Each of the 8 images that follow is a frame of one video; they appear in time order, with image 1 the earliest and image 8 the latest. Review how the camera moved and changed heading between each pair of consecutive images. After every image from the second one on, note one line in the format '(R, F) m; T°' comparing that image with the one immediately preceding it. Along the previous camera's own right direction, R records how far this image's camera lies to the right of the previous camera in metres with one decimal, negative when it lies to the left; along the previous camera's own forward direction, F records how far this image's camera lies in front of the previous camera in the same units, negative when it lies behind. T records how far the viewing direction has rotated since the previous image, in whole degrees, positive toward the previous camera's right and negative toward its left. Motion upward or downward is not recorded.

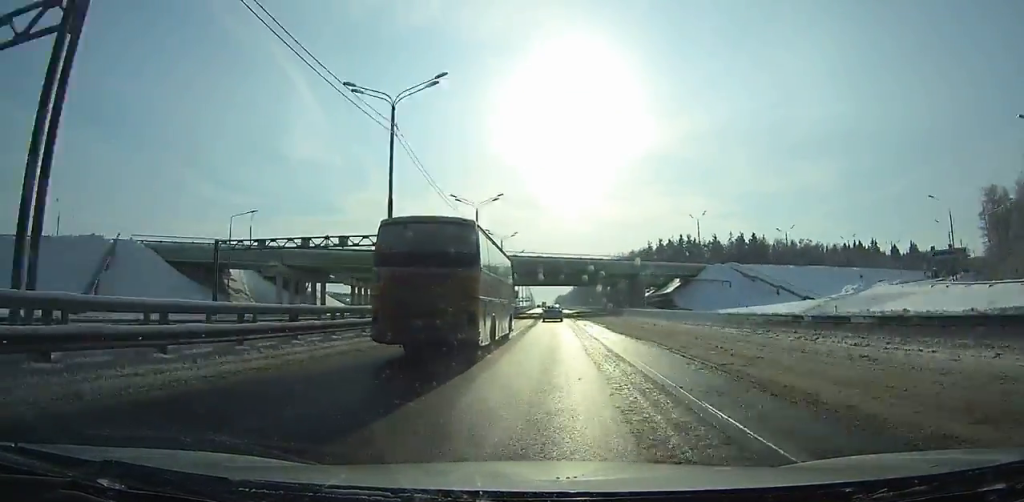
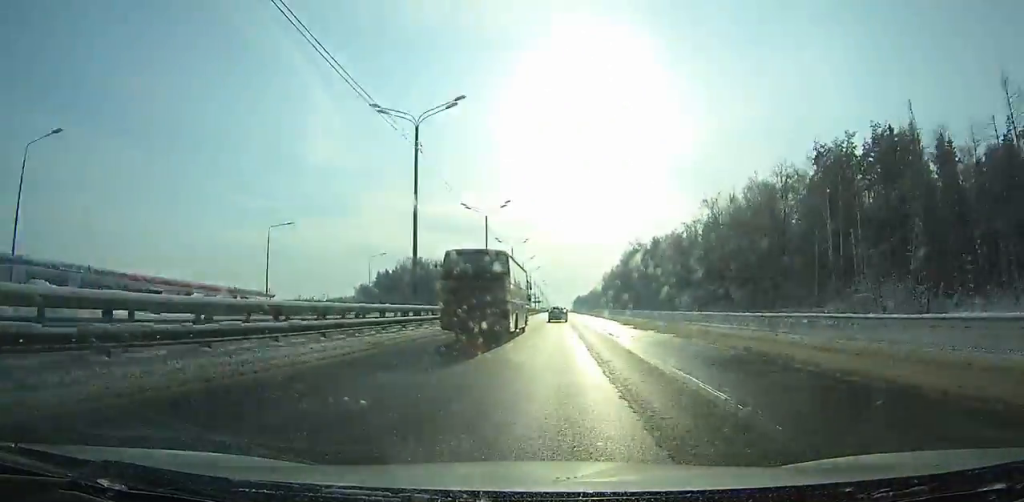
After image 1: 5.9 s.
(-1.4, +140.3) m; -1°
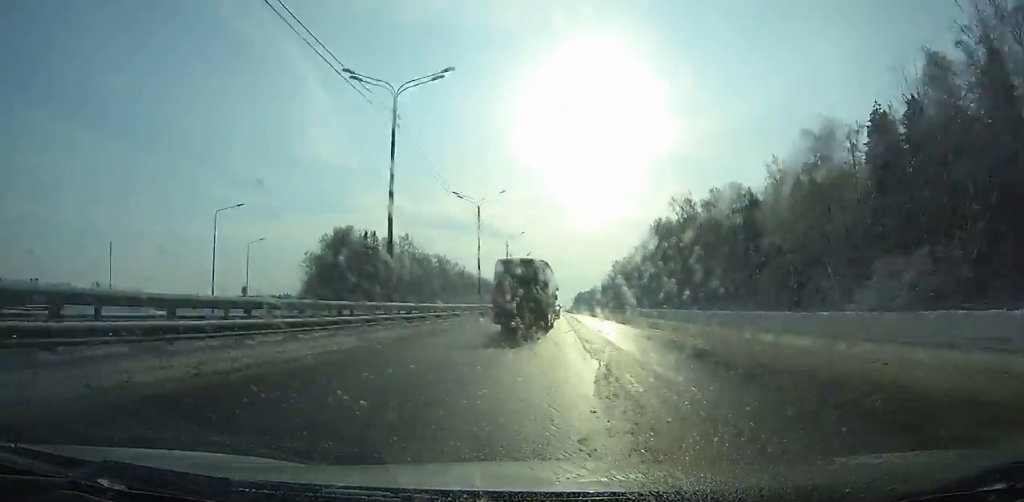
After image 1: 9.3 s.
(-0.1, +77.9) m; 0°
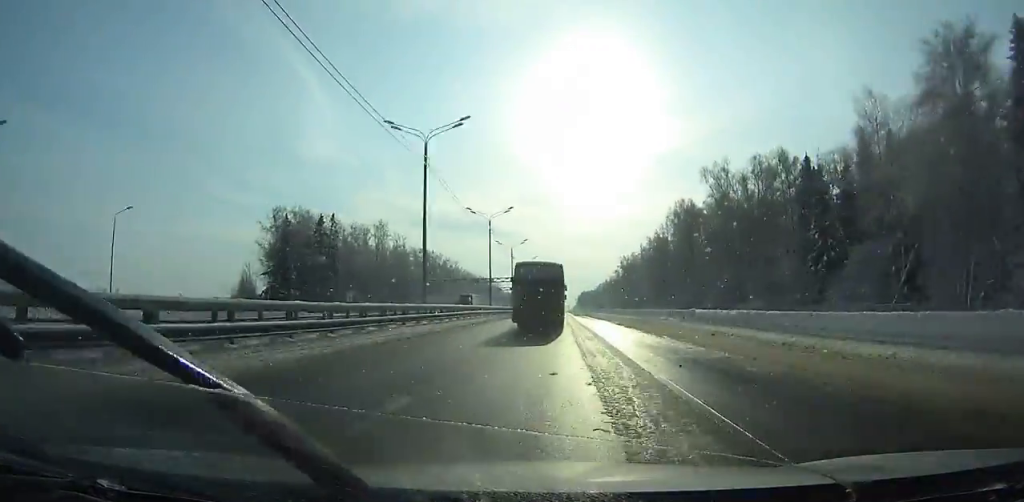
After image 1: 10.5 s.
(-0.1, +27.1) m; 0°
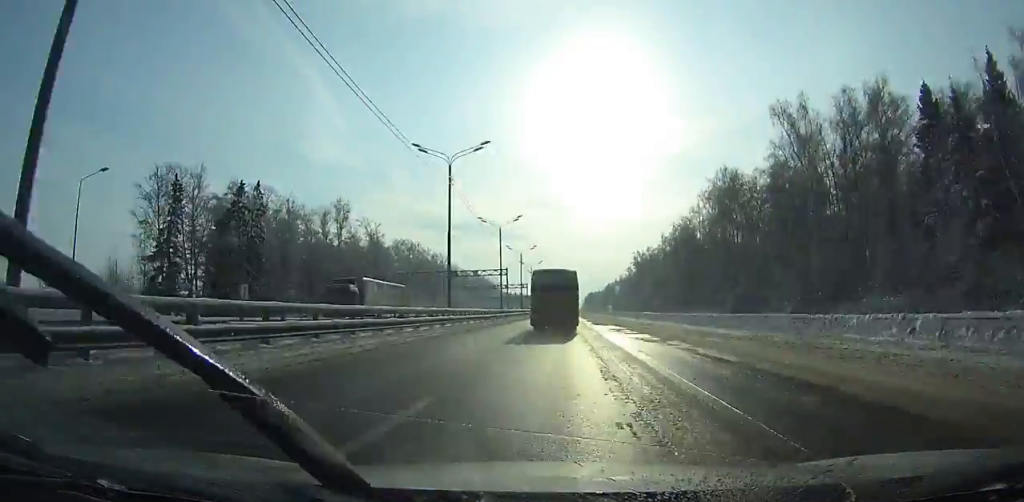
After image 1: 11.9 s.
(-0.1, +31.5) m; 0°
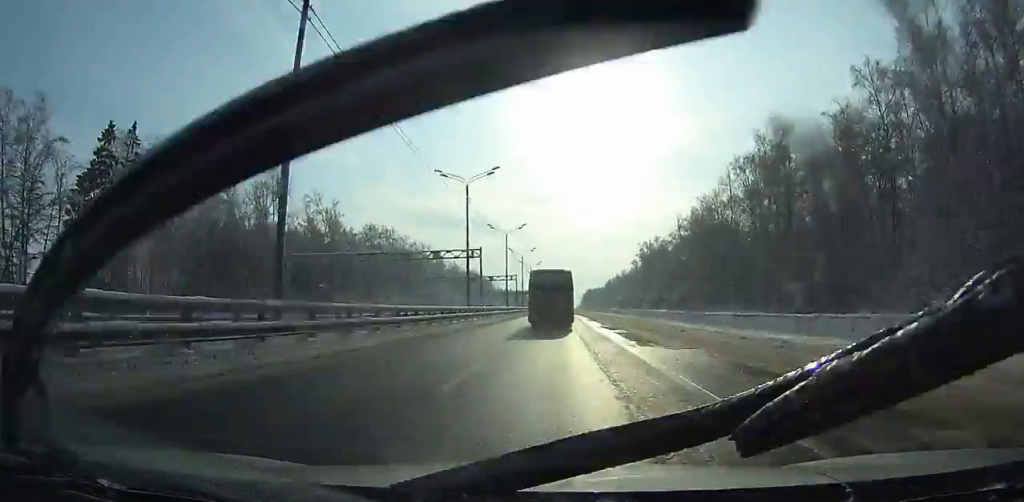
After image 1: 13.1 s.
(0.0, +27.0) m; 0°
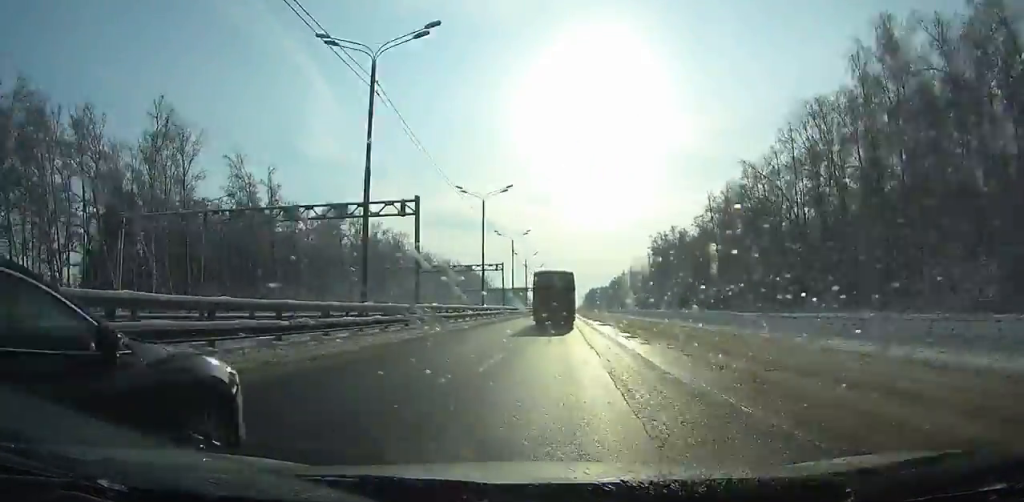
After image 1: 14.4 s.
(0.0, +29.1) m; 0°
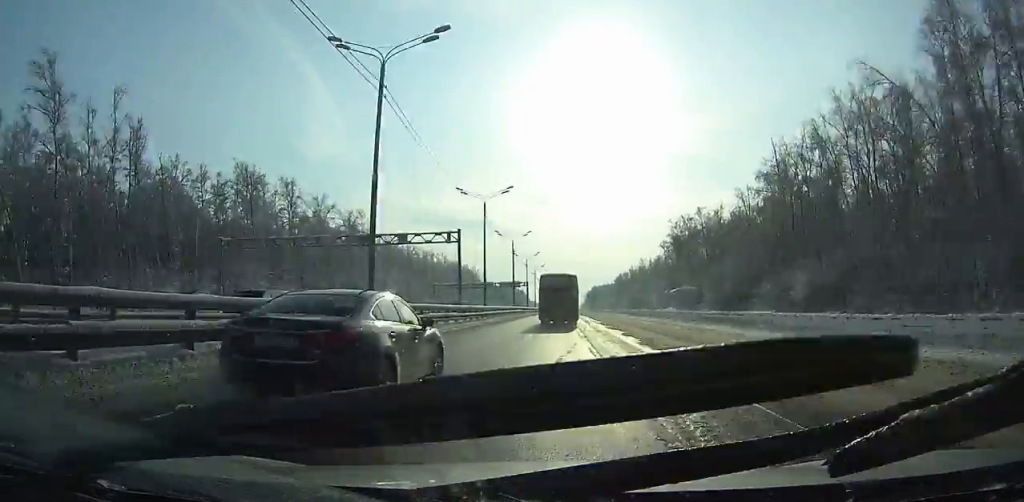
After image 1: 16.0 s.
(0.0, +35.8) m; 0°
